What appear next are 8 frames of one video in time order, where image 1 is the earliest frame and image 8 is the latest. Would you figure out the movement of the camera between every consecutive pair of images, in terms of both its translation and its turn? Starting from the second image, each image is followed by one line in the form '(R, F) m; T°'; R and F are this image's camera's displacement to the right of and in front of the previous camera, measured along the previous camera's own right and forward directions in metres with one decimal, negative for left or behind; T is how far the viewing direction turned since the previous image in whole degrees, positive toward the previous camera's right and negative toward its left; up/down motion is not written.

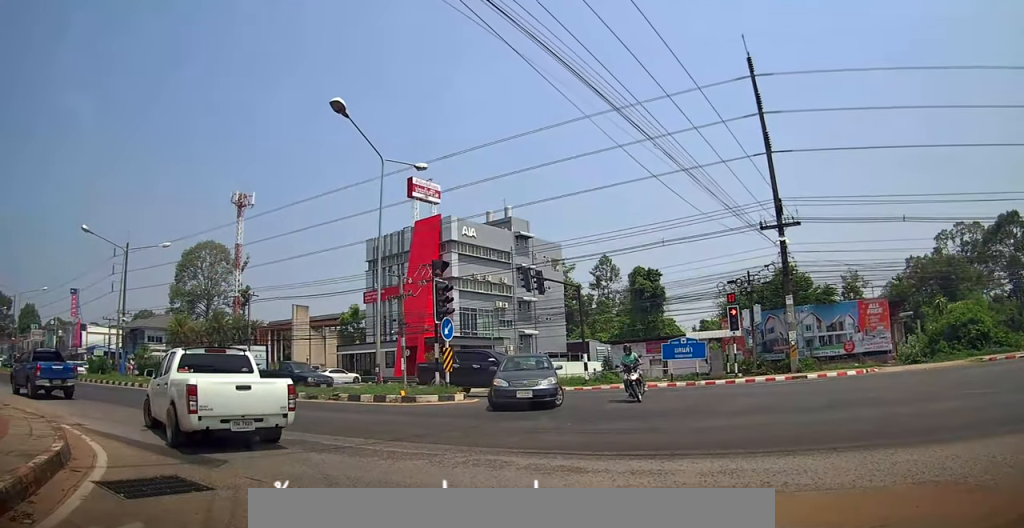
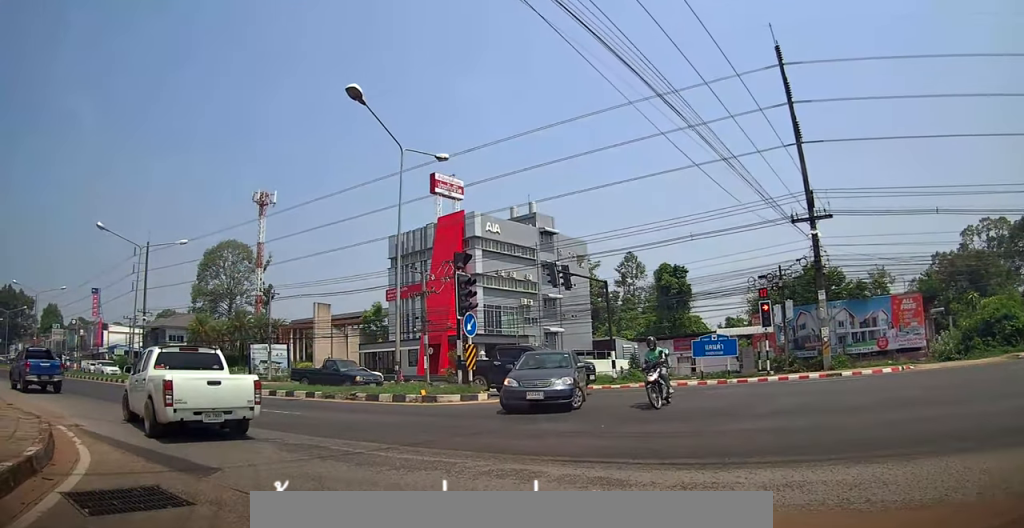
(0.0, +0.8) m; +1°
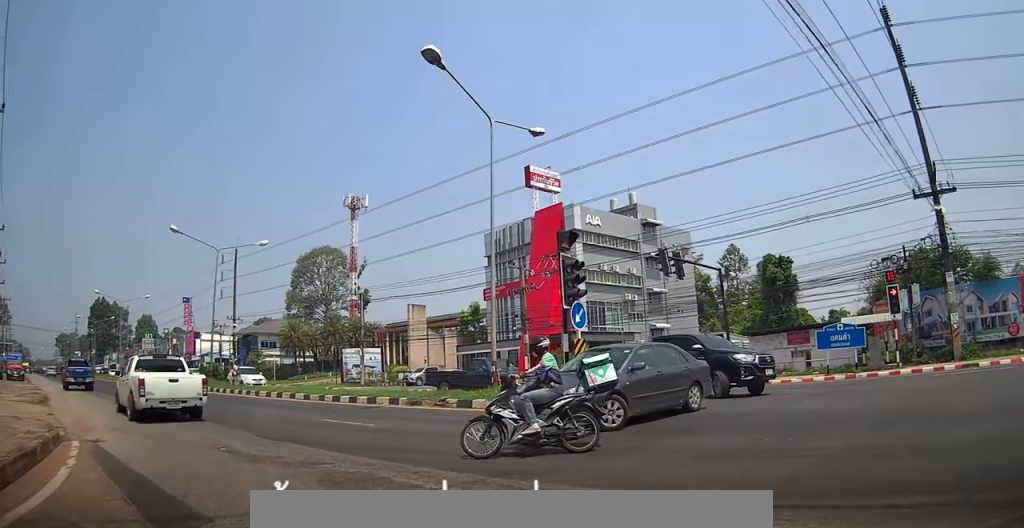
(0.0, +2.1) m; -15°
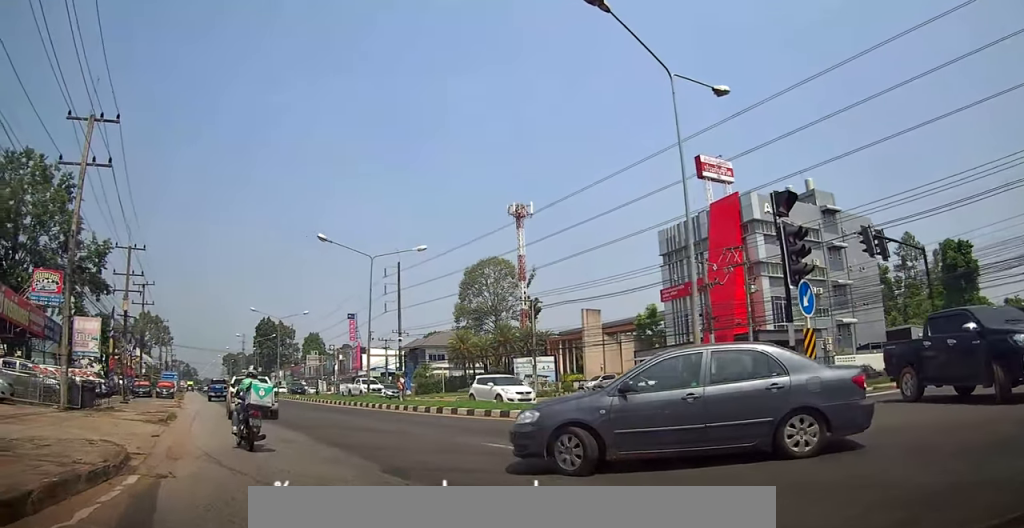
(-1.0, +2.7) m; -29°
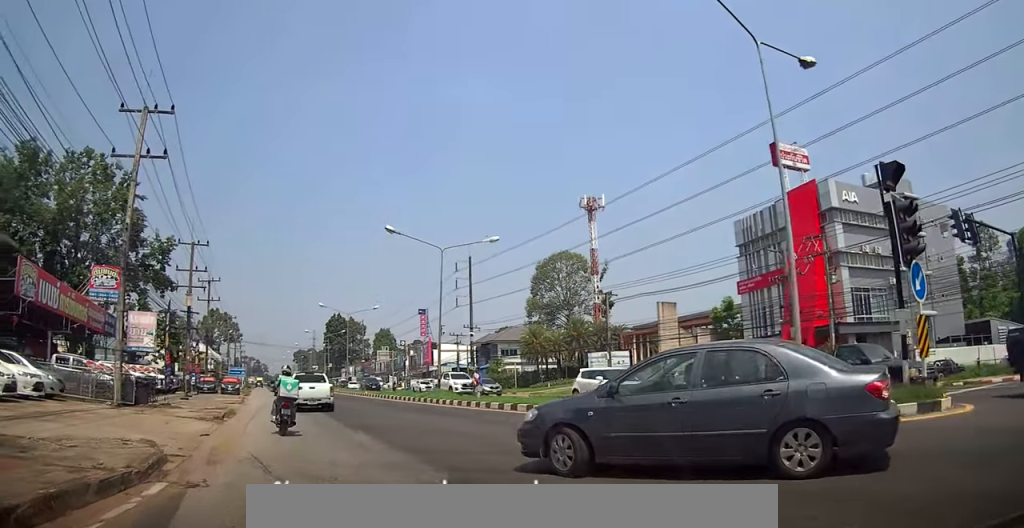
(0.0, +1.0) m; -3°
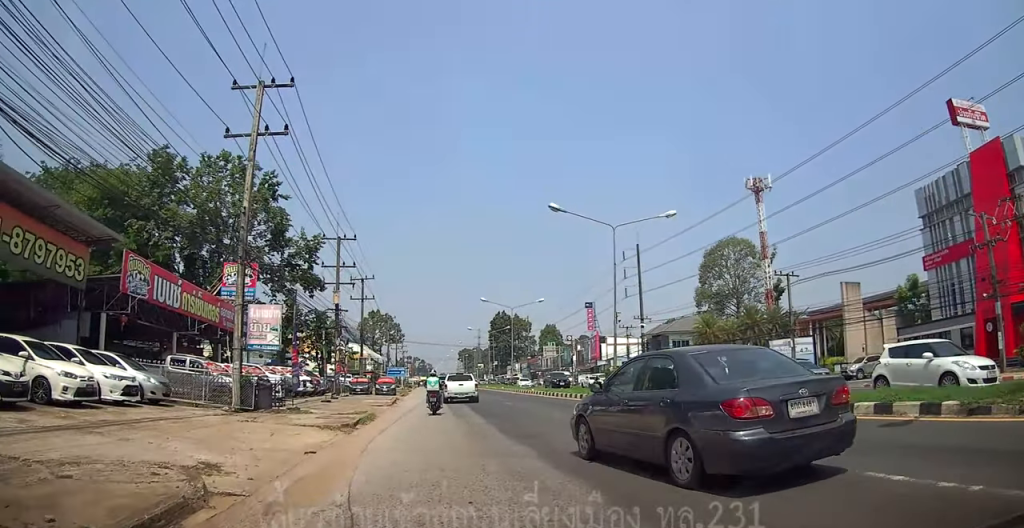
(-0.2, +3.4) m; -8°
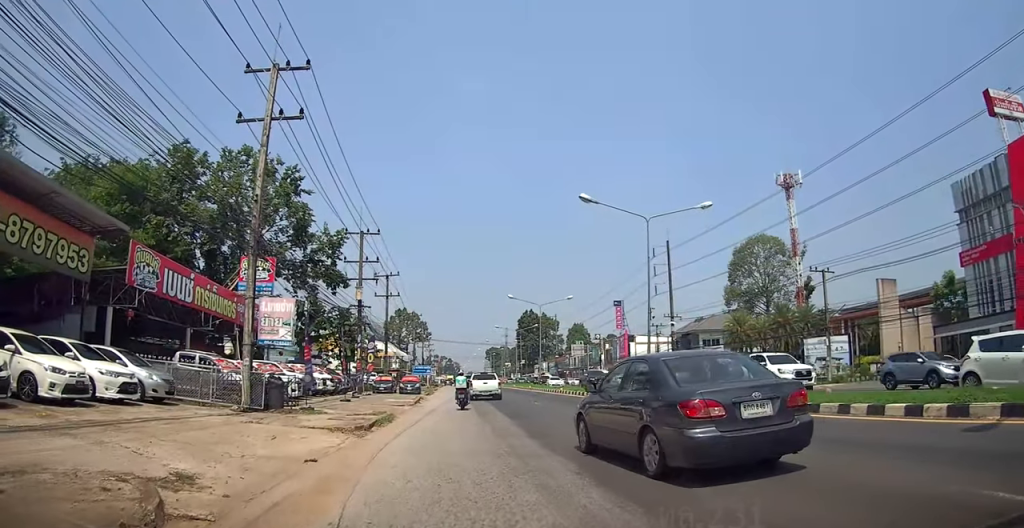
(0.0, +1.1) m; -3°
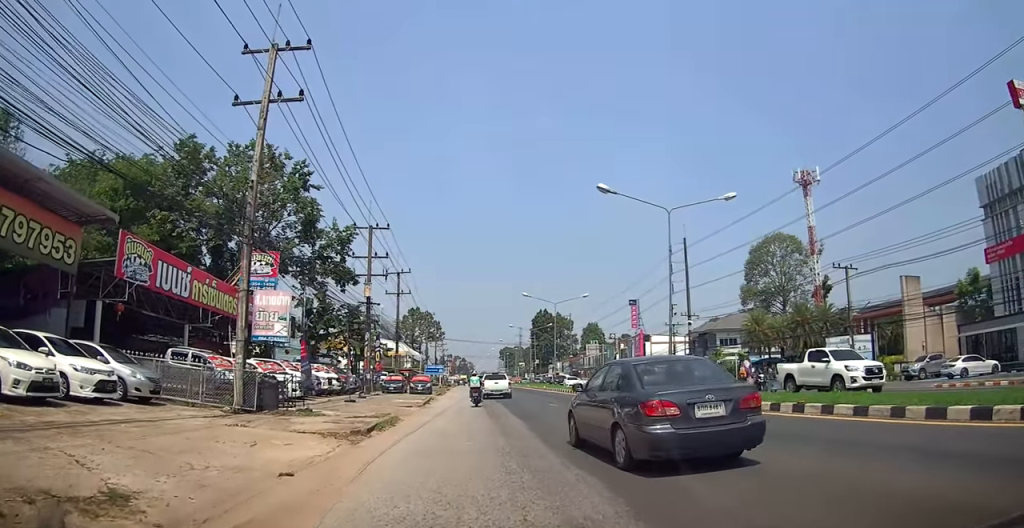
(0.0, +1.3) m; -5°
